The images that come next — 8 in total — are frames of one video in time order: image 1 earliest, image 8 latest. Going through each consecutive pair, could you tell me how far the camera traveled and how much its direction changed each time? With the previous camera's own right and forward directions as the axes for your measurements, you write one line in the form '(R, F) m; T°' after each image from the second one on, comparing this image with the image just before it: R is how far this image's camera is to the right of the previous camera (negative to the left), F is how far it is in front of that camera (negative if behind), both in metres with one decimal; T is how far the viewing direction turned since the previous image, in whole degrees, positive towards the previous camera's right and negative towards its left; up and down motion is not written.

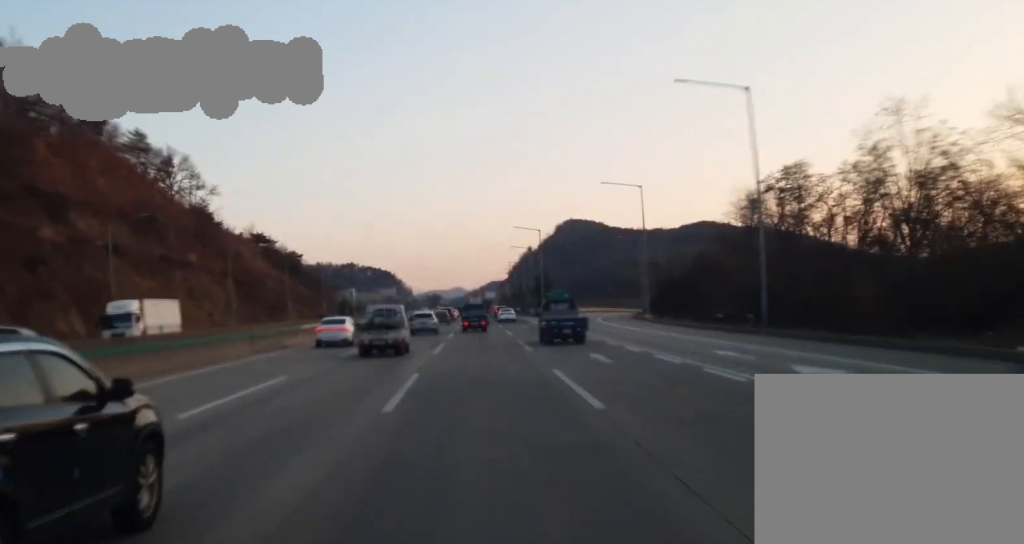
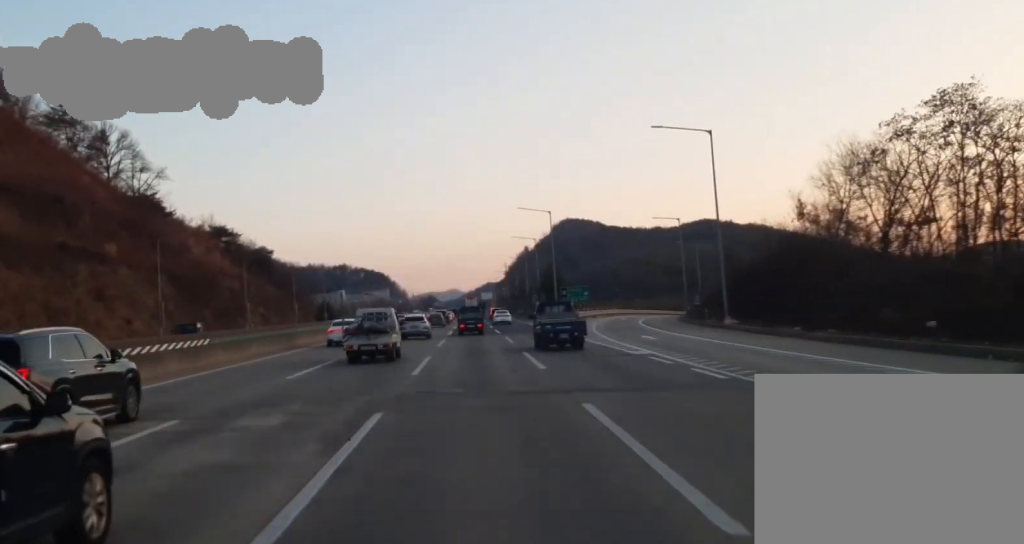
(-0.2, +28.0) m; 0°
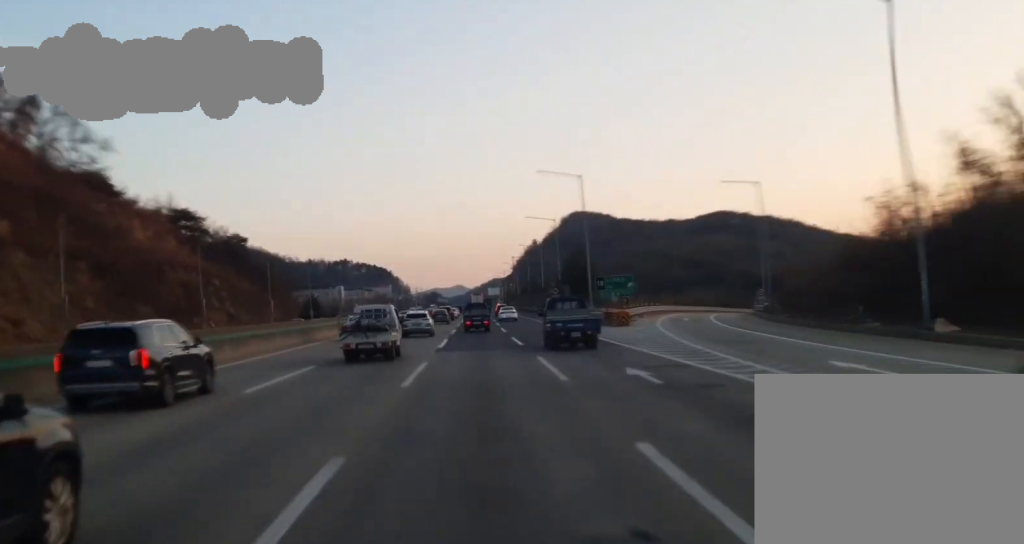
(0.0, +25.0) m; 0°
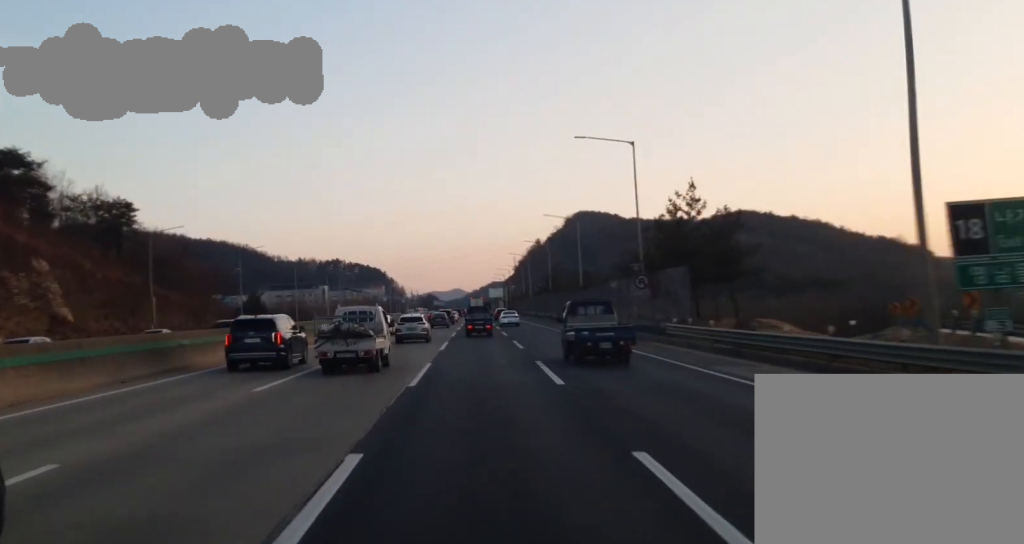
(0.0, +58.1) m; 0°
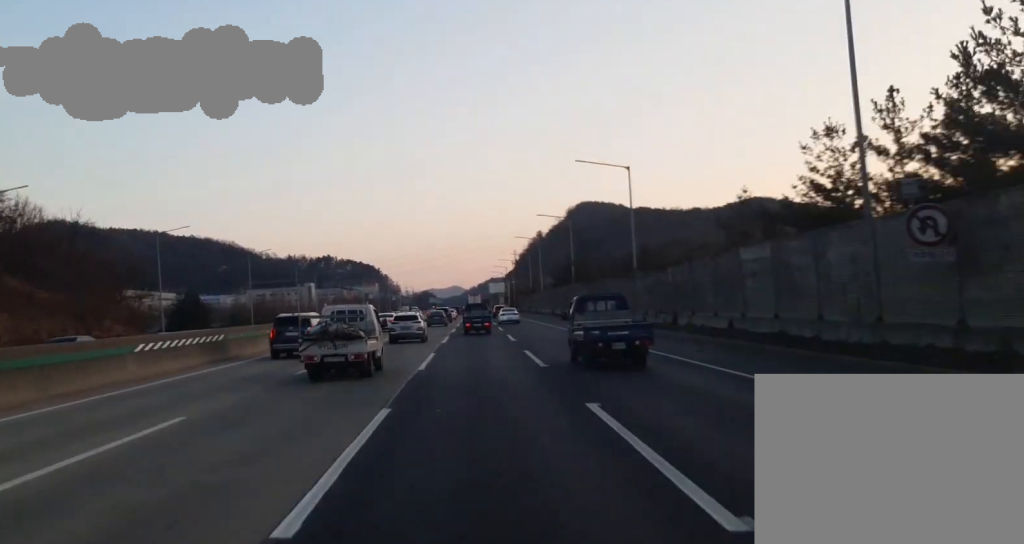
(-0.1, +33.2) m; +1°
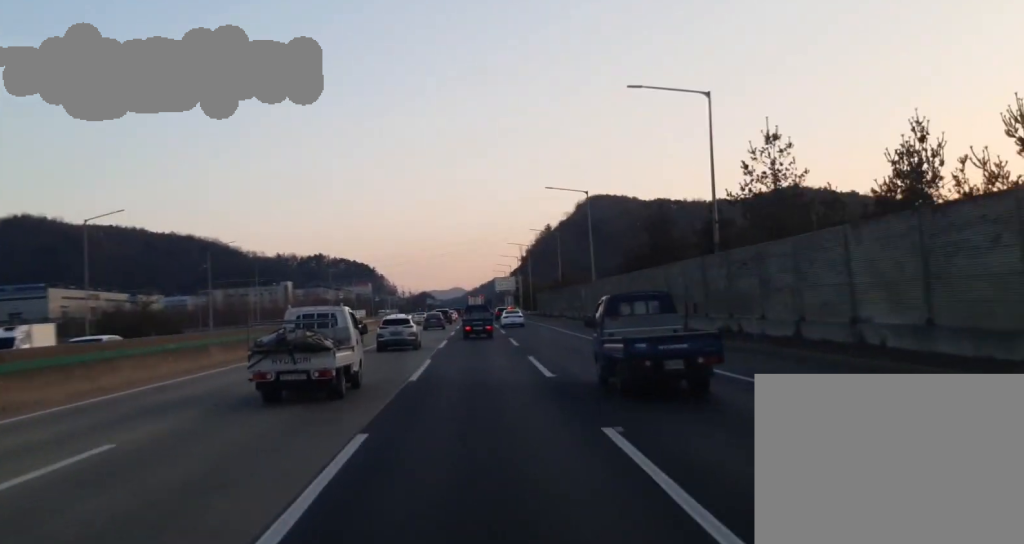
(+0.9, +62.2) m; +1°
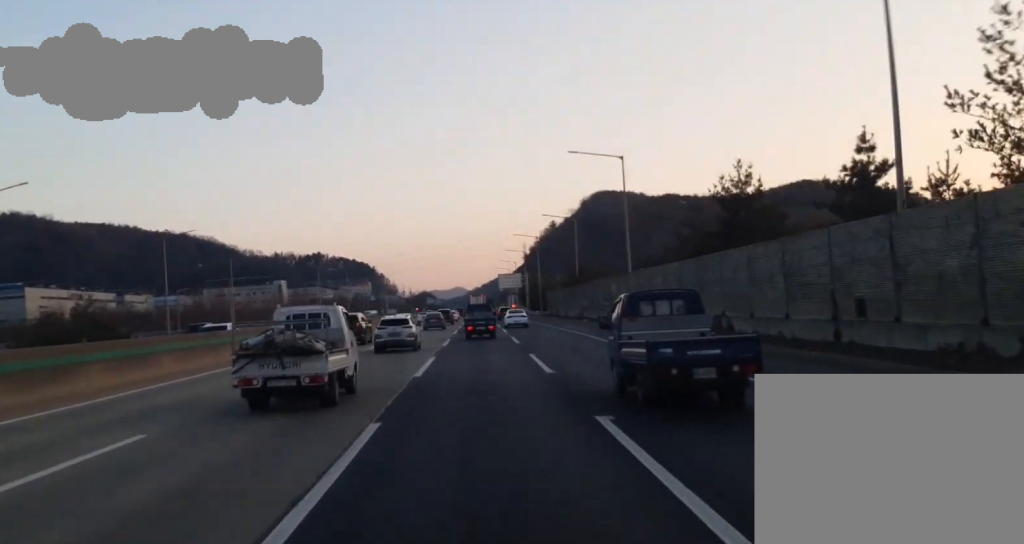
(0.0, +19.3) m; 0°
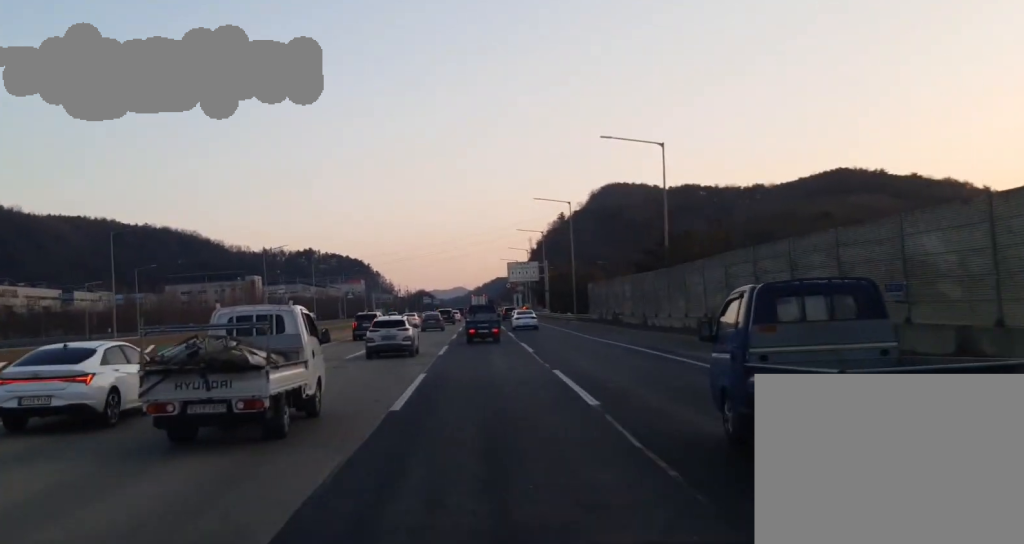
(-0.1, +48.3) m; 0°
